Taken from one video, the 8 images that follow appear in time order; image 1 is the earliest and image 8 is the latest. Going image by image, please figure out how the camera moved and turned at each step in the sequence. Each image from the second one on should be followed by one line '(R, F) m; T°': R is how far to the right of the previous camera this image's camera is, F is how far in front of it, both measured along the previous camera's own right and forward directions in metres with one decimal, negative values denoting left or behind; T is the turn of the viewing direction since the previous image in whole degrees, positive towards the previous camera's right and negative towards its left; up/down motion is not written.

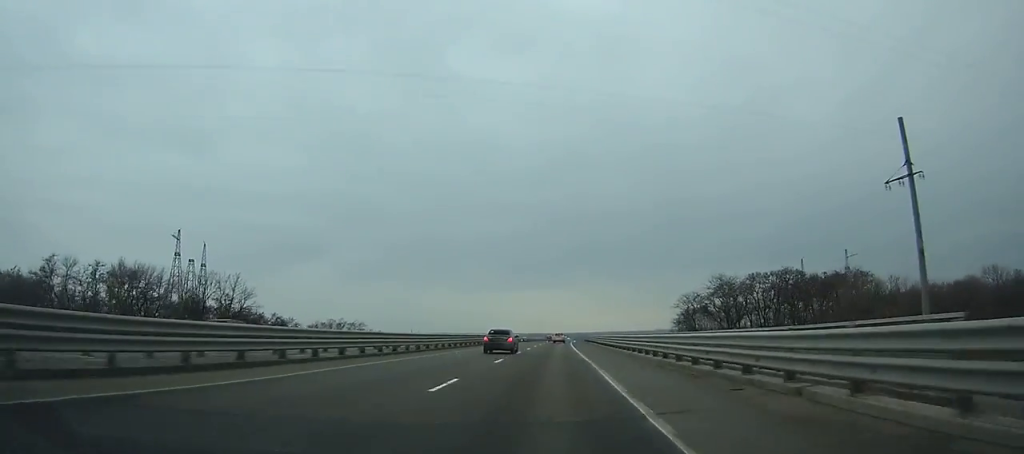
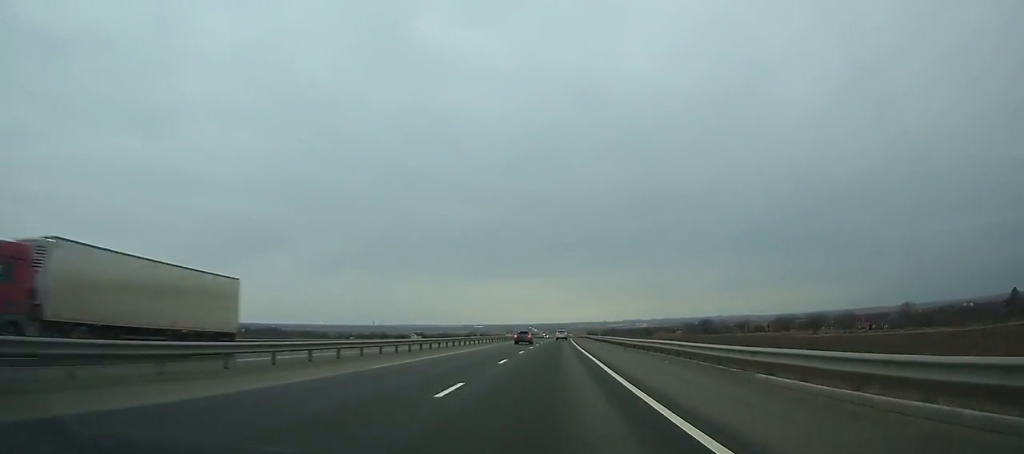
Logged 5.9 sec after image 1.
(+4.1, +165.6) m; +3°
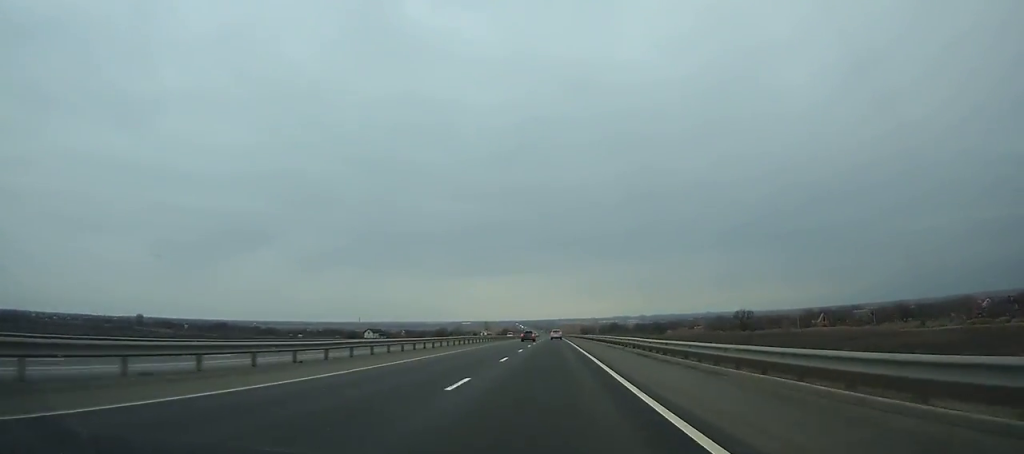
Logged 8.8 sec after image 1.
(+1.1, +83.0) m; +1°
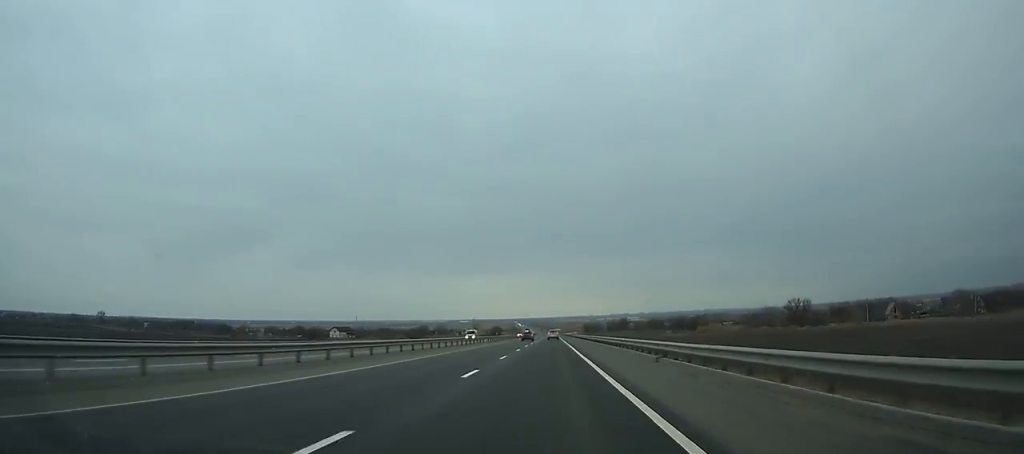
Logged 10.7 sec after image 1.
(+0.2, +54.9) m; 0°
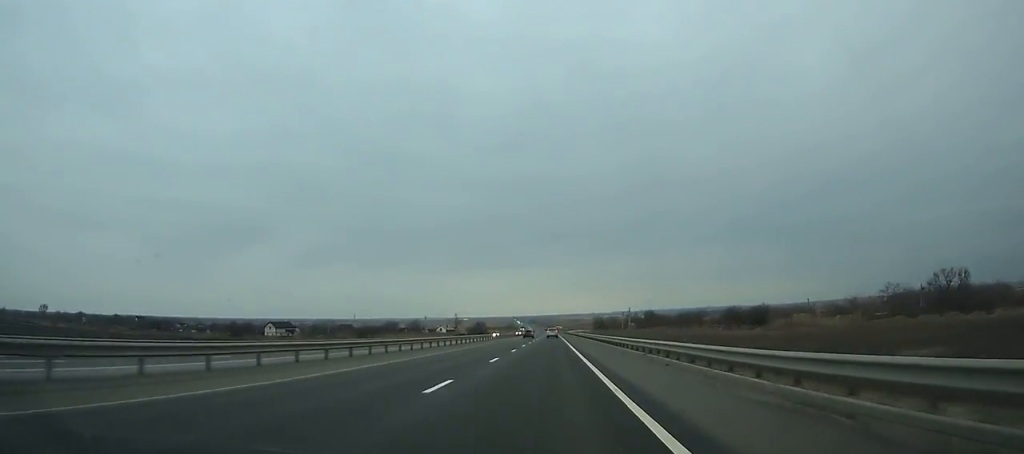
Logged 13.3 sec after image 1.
(-0.1, +75.4) m; 0°
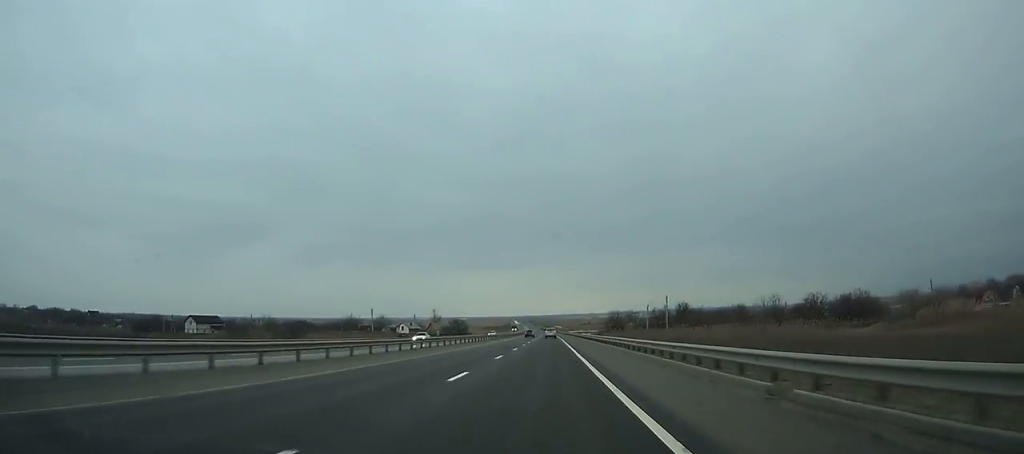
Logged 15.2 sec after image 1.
(-0.1, +55.3) m; 0°
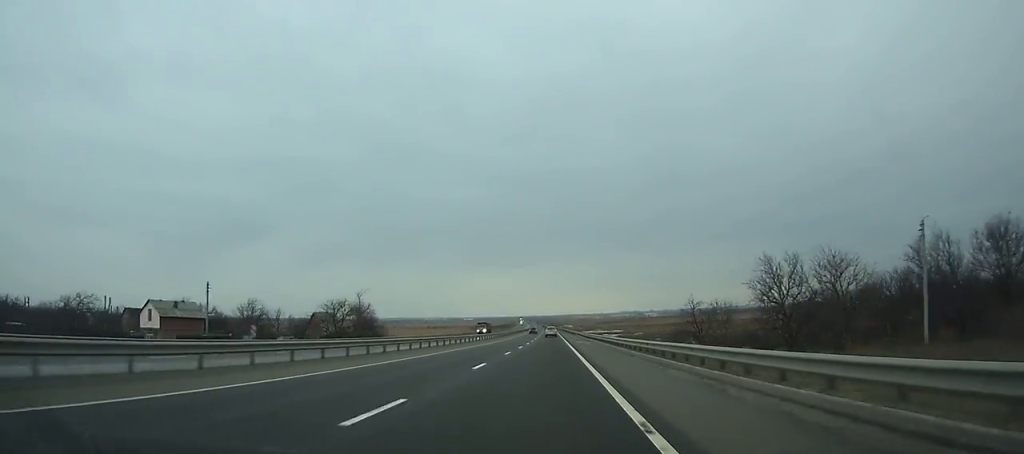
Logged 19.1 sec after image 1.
(-0.7, +113.2) m; -1°
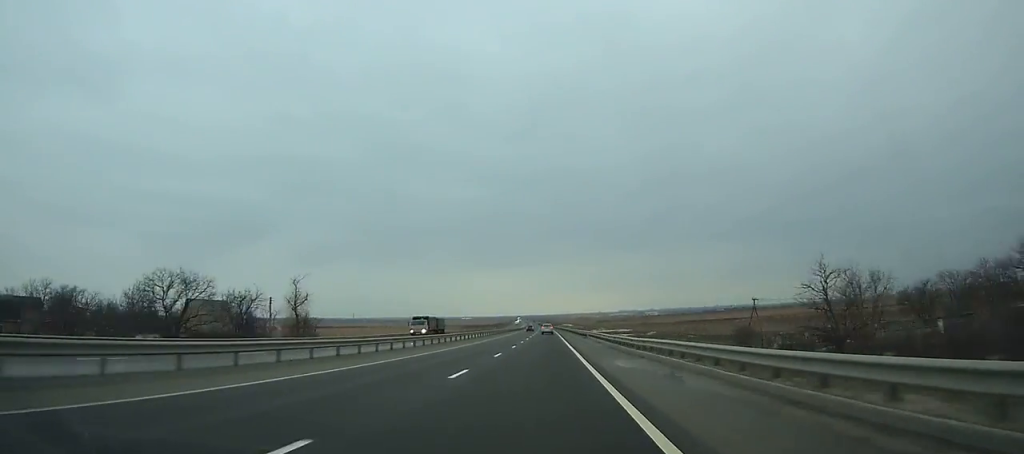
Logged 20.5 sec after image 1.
(-0.1, +40.5) m; 0°
